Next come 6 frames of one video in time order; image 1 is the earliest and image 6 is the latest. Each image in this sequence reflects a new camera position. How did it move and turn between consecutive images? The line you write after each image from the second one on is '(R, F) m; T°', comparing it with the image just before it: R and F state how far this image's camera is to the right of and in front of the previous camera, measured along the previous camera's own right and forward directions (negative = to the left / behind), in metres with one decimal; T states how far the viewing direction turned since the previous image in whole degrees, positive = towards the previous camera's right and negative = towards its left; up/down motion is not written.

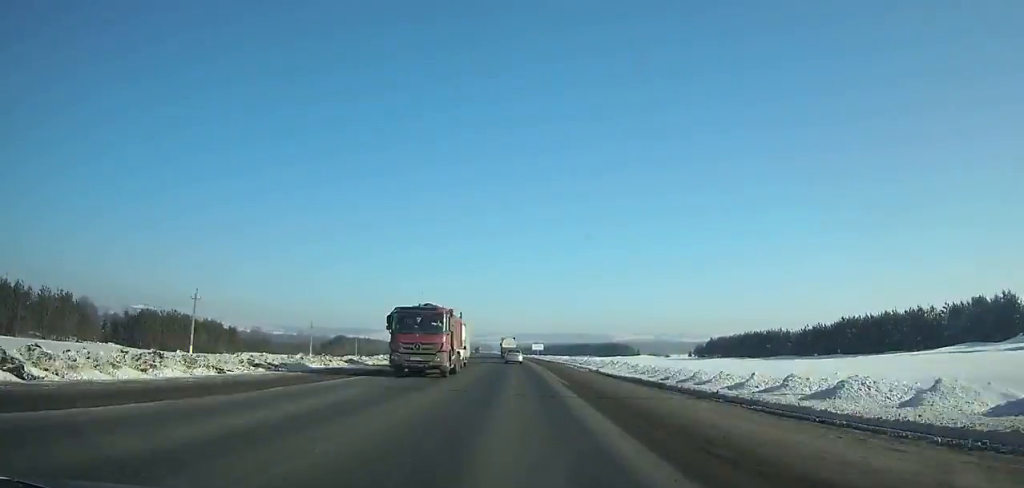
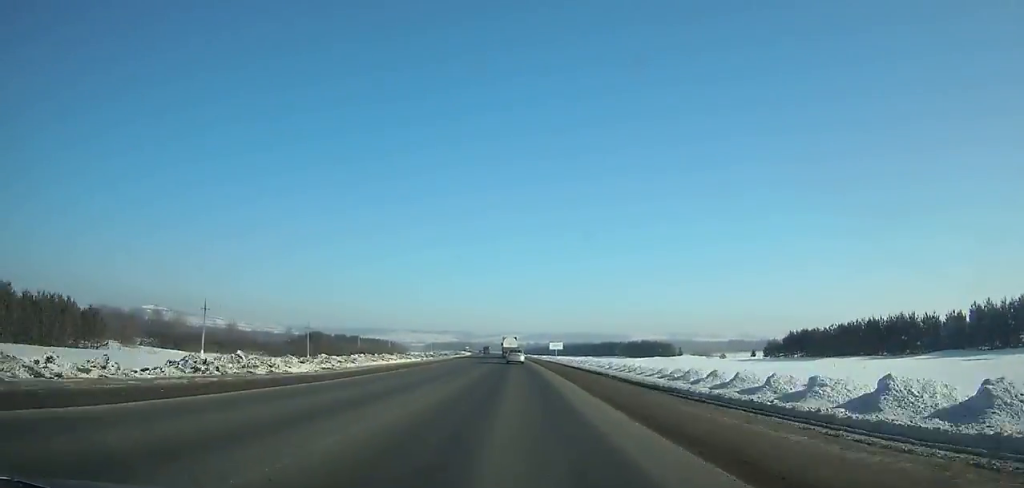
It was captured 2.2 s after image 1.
(-0.5, +52.7) m; -1°
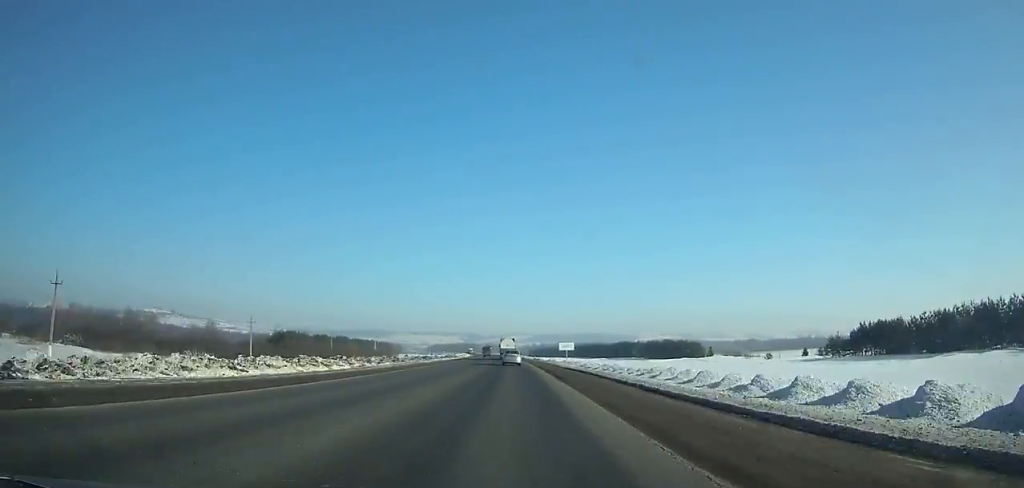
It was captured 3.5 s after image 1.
(-0.1, +31.3) m; -1°
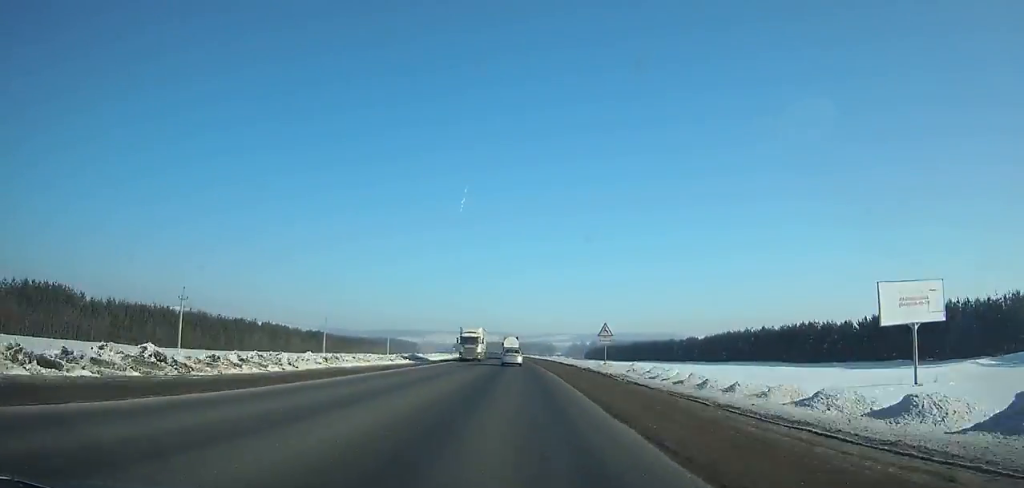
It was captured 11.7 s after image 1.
(-6.2, +194.7) m; -4°
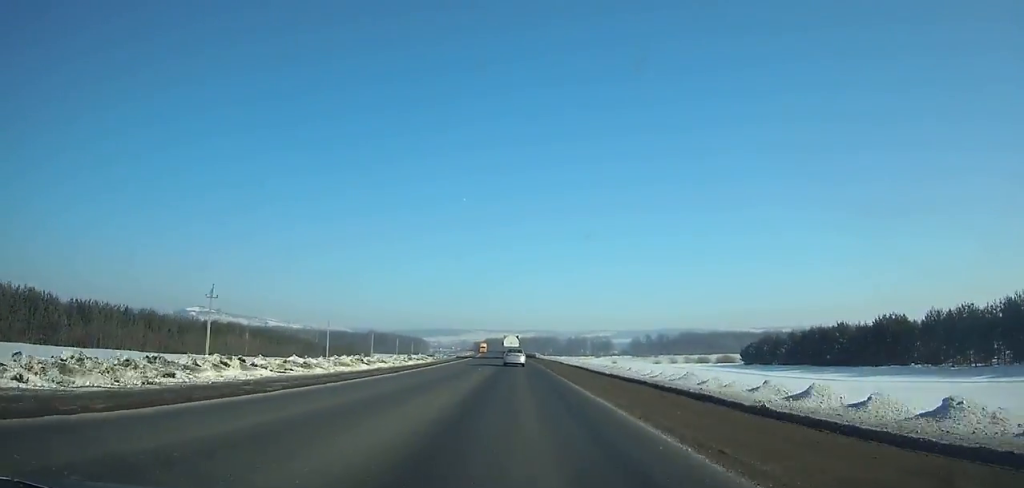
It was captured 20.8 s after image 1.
(-8.5, +211.4) m; -4°
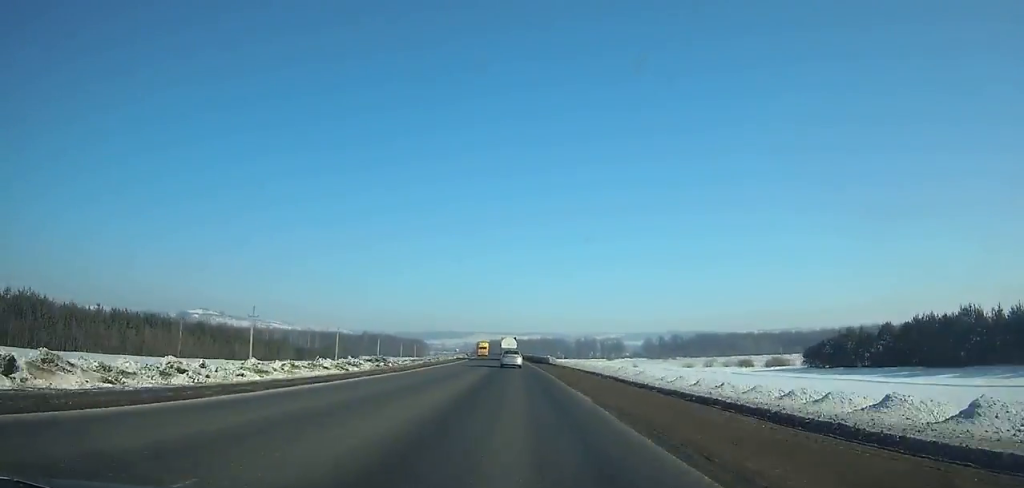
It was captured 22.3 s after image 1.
(+0.2, +34.9) m; -1°
